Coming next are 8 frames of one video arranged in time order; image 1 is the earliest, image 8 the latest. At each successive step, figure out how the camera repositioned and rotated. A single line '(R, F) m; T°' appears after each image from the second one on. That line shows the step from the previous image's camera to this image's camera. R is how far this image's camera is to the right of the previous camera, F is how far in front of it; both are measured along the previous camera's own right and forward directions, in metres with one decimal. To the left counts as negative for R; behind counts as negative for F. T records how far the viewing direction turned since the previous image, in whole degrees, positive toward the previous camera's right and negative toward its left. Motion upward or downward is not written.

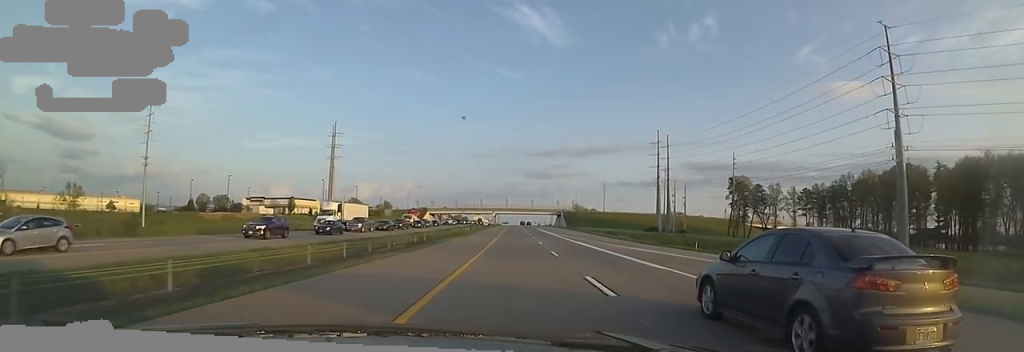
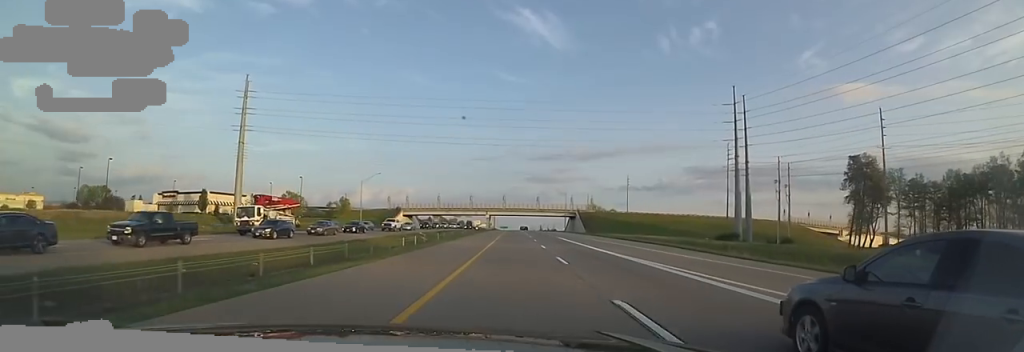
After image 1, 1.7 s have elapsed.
(+0.8, +51.6) m; 0°
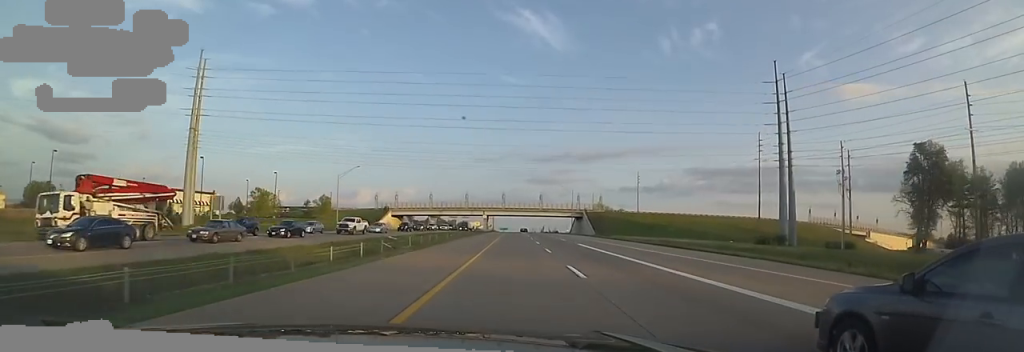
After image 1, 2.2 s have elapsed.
(-0.2, +16.7) m; 0°
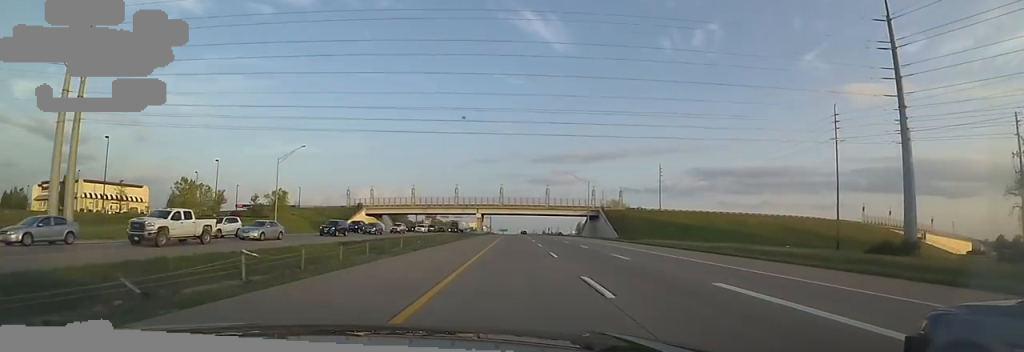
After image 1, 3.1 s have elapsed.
(0.0, +28.3) m; +1°
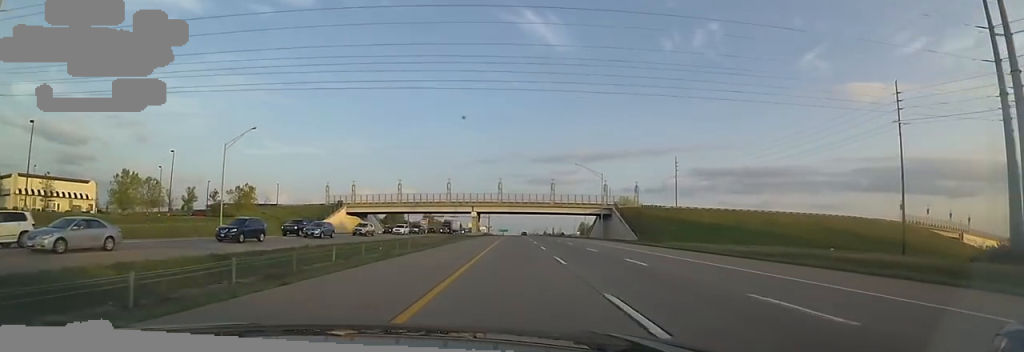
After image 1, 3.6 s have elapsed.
(0.0, +15.7) m; +1°
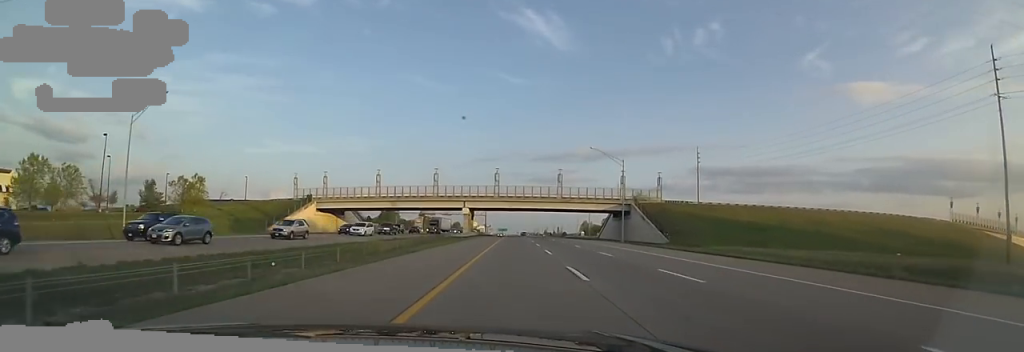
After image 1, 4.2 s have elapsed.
(+0.7, +17.8) m; -1°
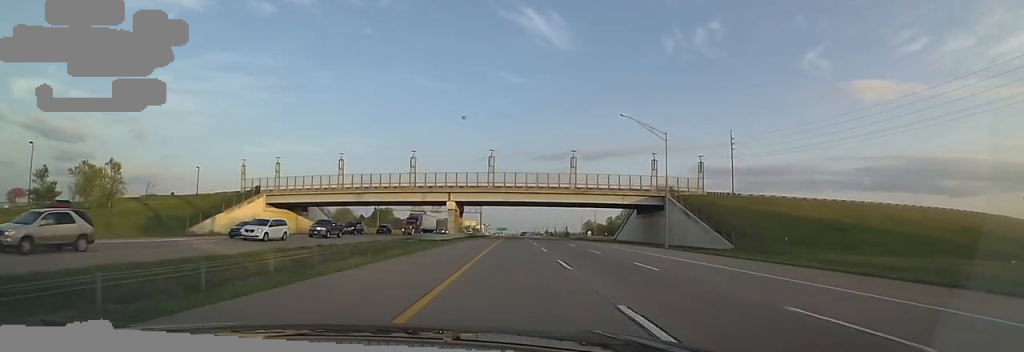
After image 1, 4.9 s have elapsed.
(-0.3, +20.8) m; -1°
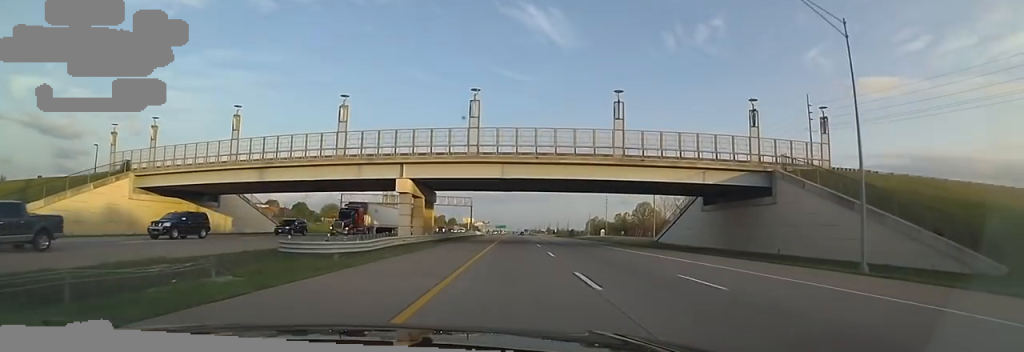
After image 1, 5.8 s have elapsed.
(-0.9, +29.8) m; -1°
